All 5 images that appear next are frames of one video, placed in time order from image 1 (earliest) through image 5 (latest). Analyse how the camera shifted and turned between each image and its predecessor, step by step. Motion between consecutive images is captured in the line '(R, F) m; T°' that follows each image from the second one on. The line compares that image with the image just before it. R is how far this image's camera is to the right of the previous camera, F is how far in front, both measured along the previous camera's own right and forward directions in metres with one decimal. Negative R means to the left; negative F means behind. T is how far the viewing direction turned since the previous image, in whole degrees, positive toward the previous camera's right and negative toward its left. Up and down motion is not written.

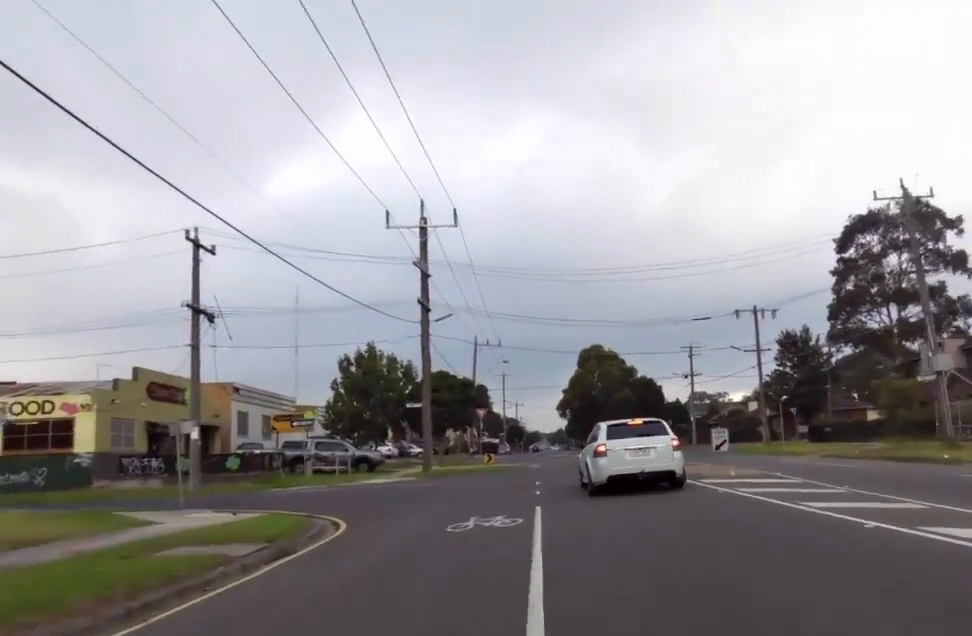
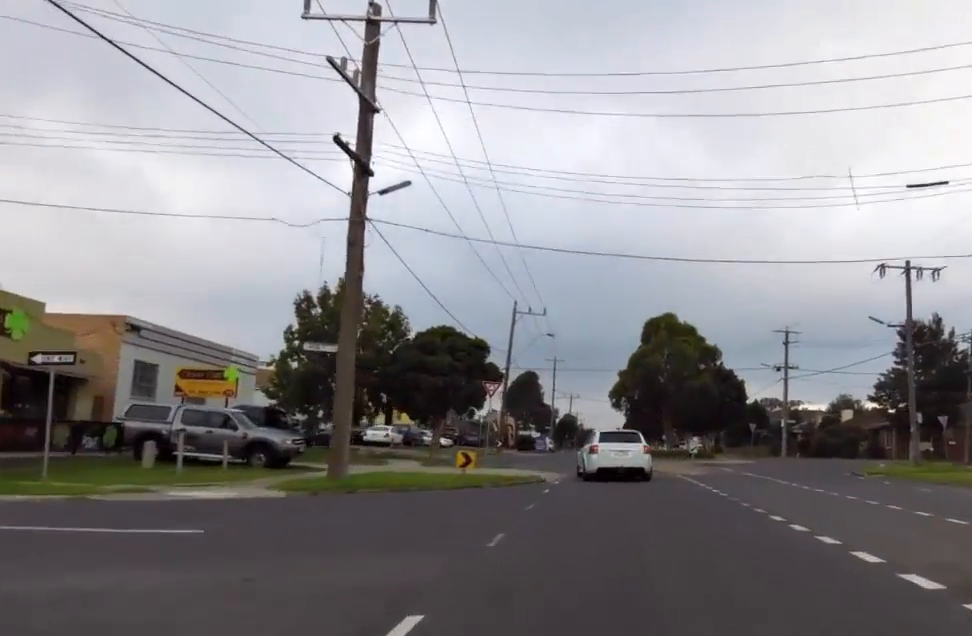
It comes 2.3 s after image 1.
(+1.3, +17.5) m; +7°
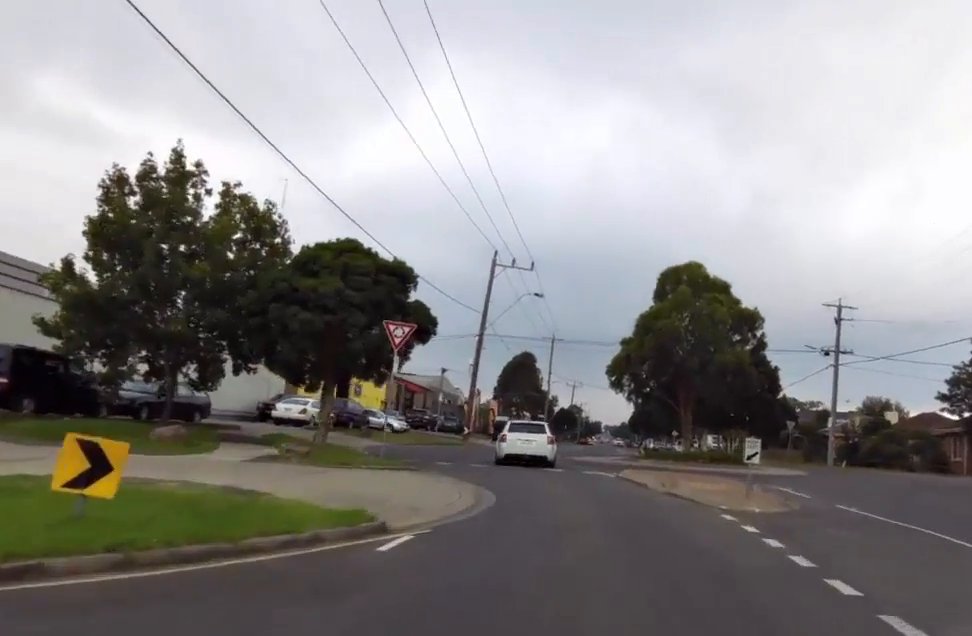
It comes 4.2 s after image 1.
(+0.5, +12.7) m; -5°
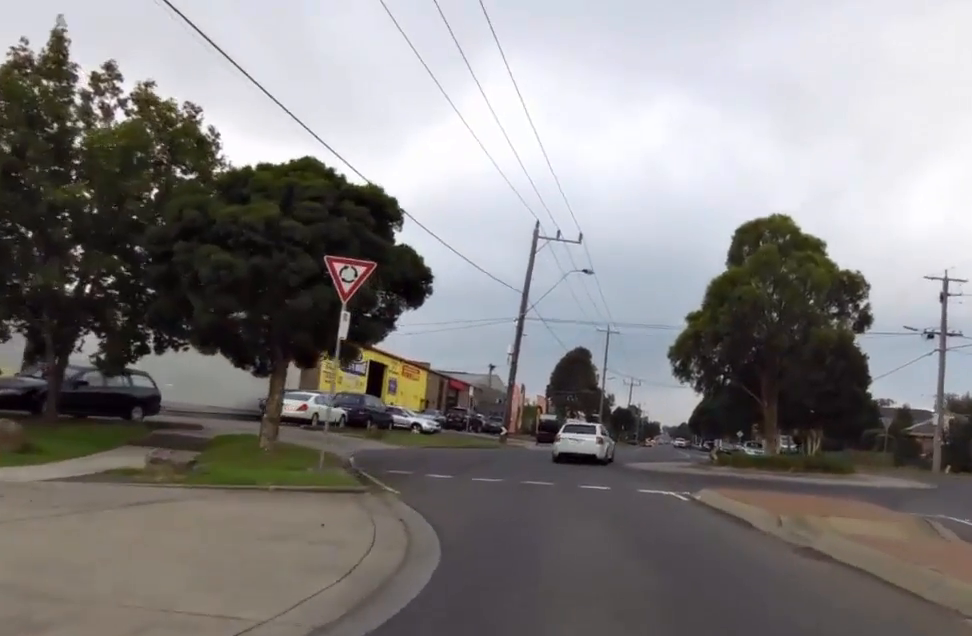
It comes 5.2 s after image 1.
(-1.0, +7.3) m; -8°
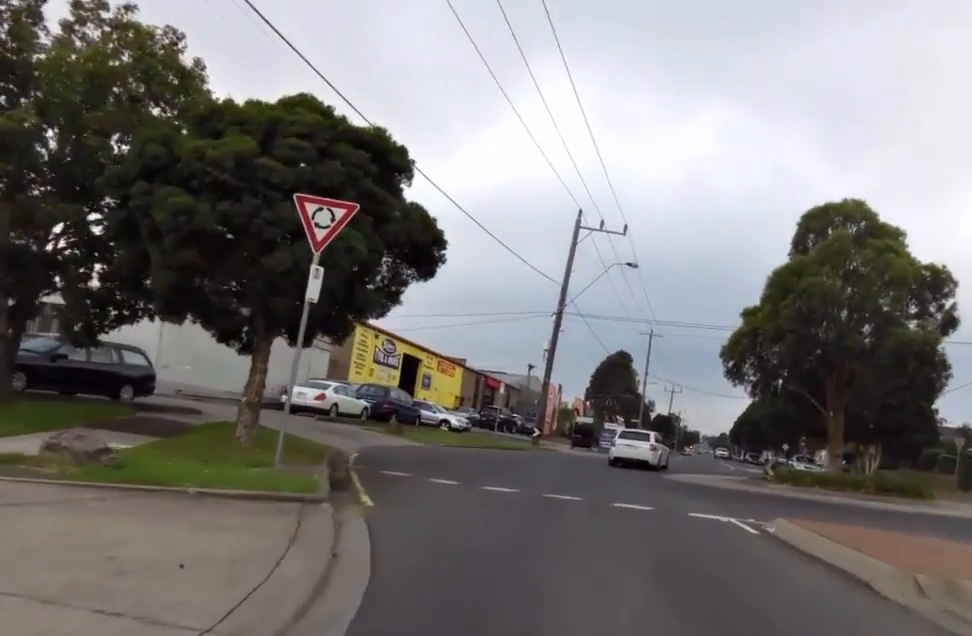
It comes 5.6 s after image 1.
(0.0, +3.2) m; 0°
